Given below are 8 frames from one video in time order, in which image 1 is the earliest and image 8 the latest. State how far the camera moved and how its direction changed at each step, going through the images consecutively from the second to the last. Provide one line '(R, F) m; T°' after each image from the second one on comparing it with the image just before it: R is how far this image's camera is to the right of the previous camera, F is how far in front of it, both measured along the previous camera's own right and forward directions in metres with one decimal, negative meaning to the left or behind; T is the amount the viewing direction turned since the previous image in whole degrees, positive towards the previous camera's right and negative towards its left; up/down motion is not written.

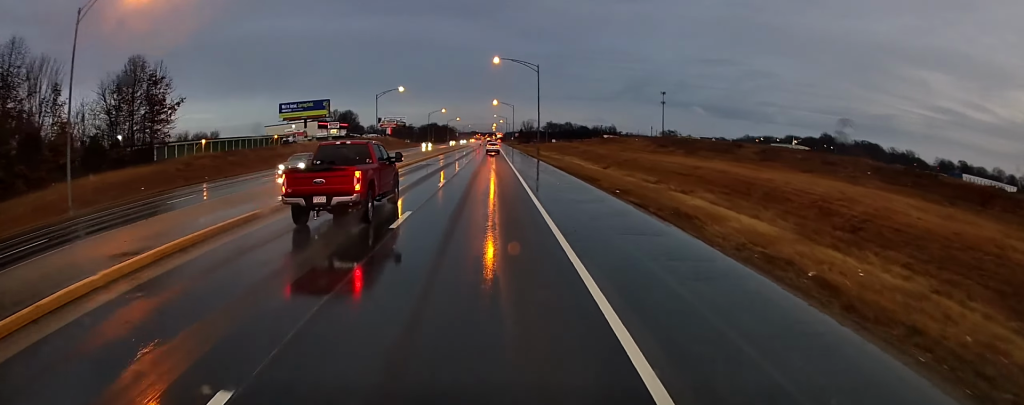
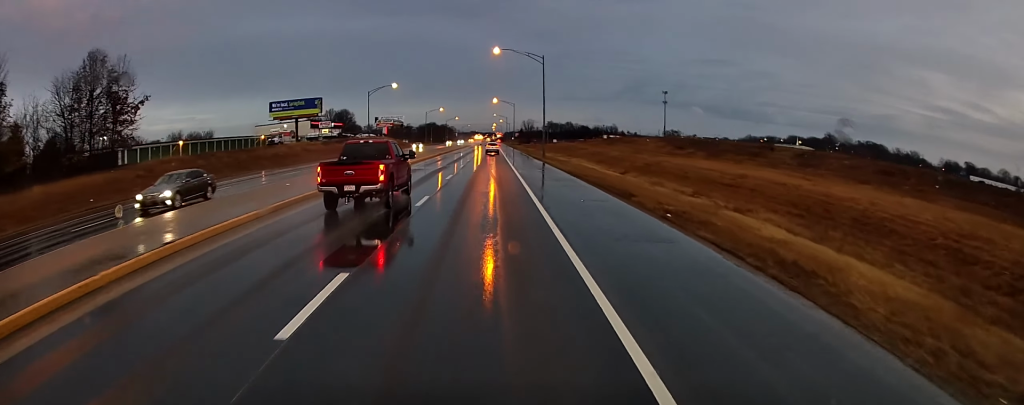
(-0.1, +7.3) m; +1°
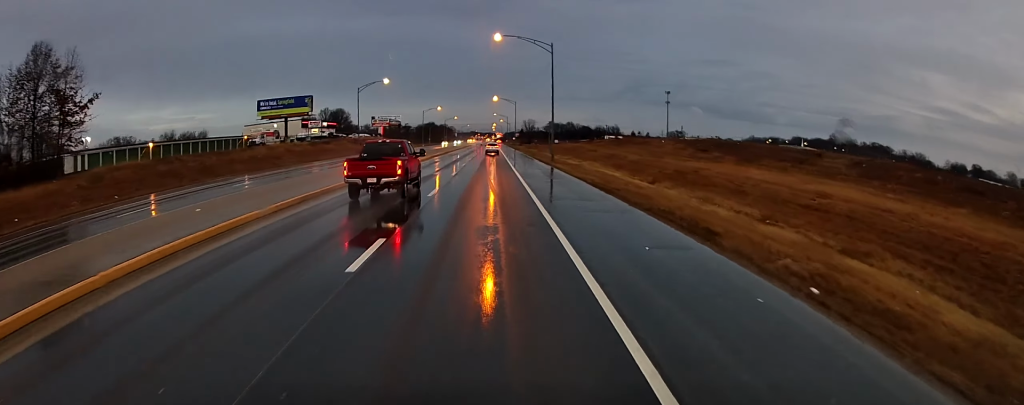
(+0.1, +8.8) m; +1°
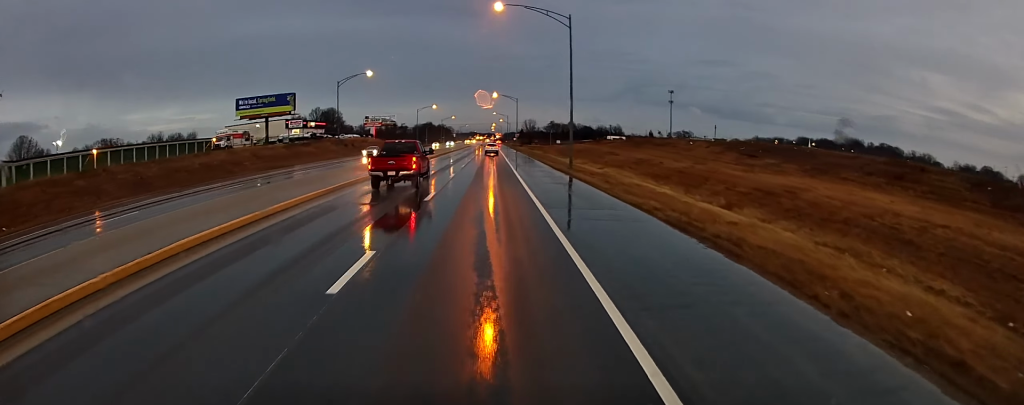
(+0.1, +13.2) m; 0°
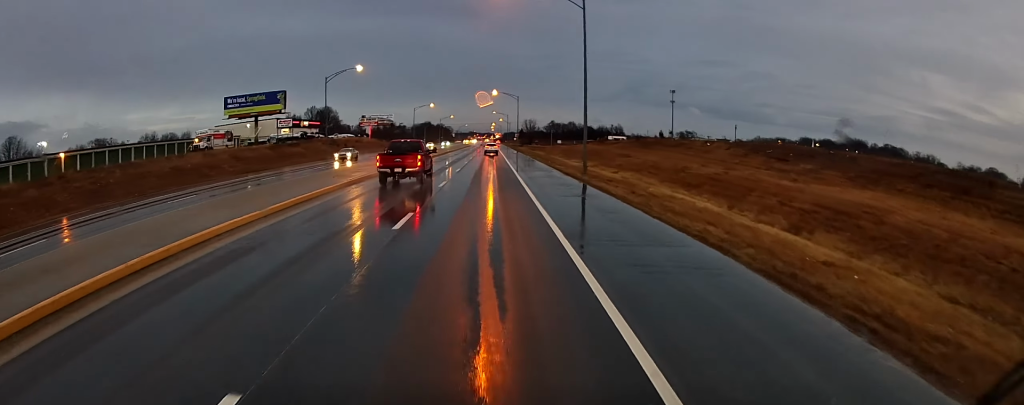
(0.0, +6.4) m; 0°
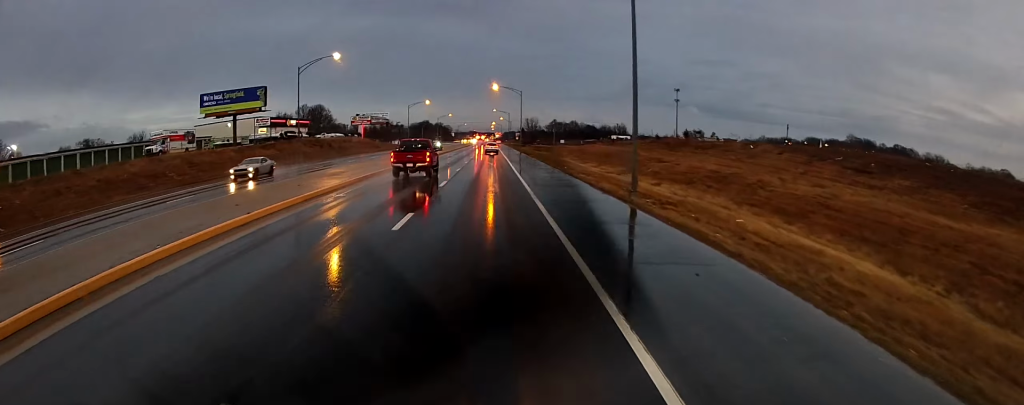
(-0.1, +12.4) m; +1°
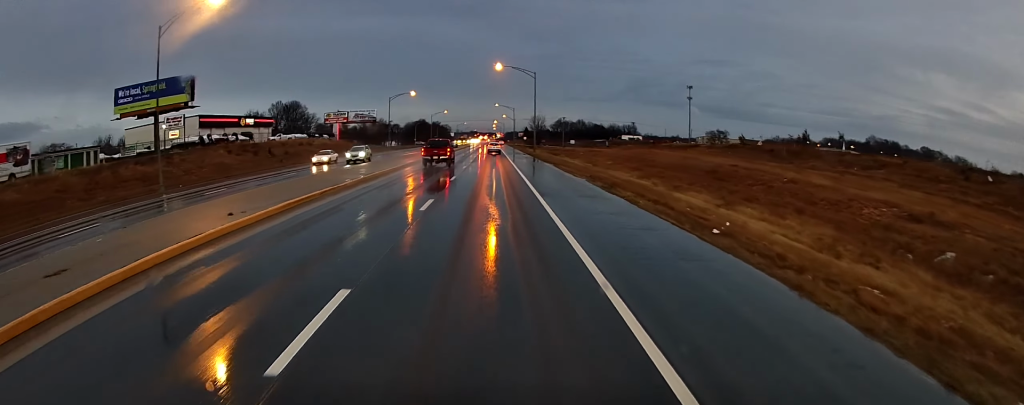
(+0.8, +33.3) m; -1°
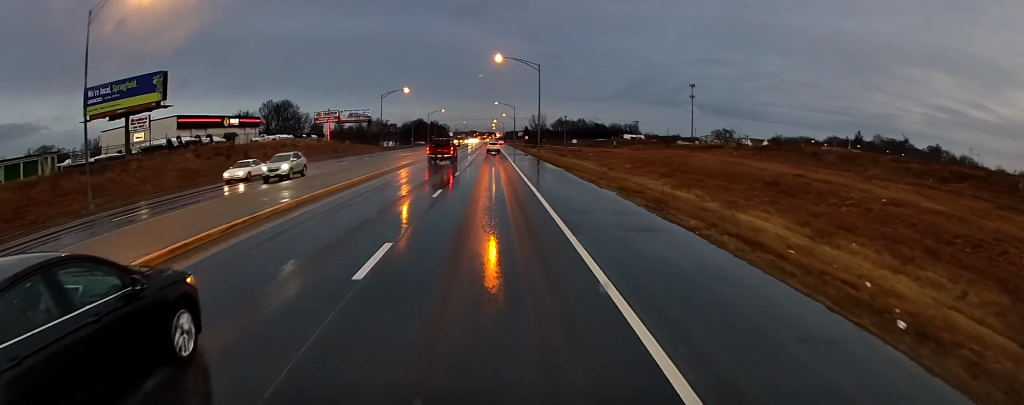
(-0.3, +8.6) m; -2°
